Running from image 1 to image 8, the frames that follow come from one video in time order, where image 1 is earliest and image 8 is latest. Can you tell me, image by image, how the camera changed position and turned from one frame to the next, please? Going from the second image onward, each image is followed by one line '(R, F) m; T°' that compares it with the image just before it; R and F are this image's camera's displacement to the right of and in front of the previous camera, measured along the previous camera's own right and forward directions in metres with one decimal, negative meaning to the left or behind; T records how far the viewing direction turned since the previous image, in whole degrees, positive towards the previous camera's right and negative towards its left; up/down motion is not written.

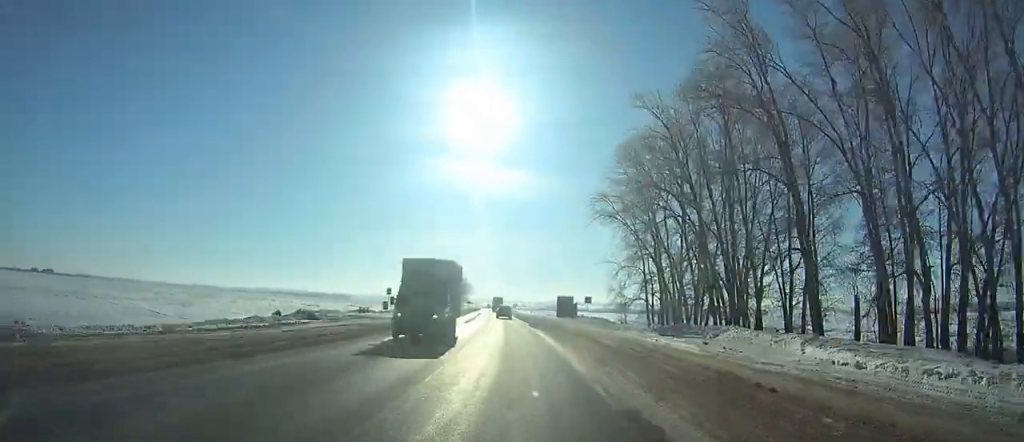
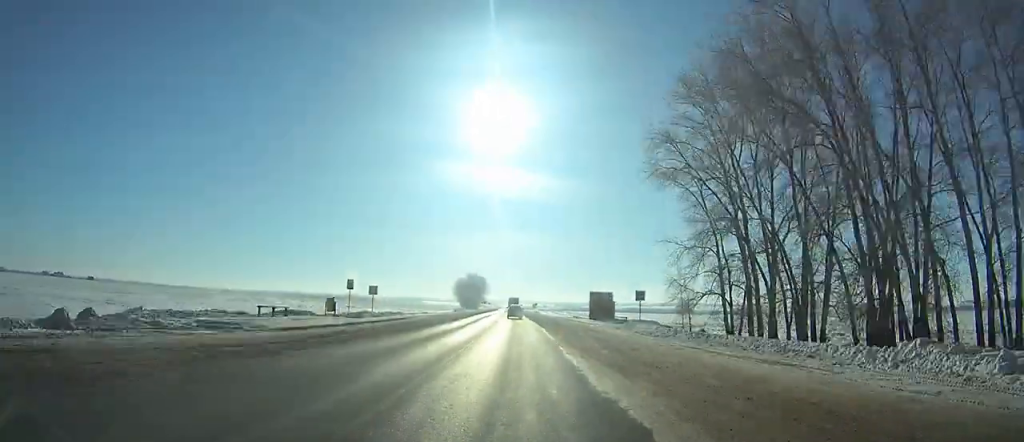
(-1.0, +24.0) m; -2°
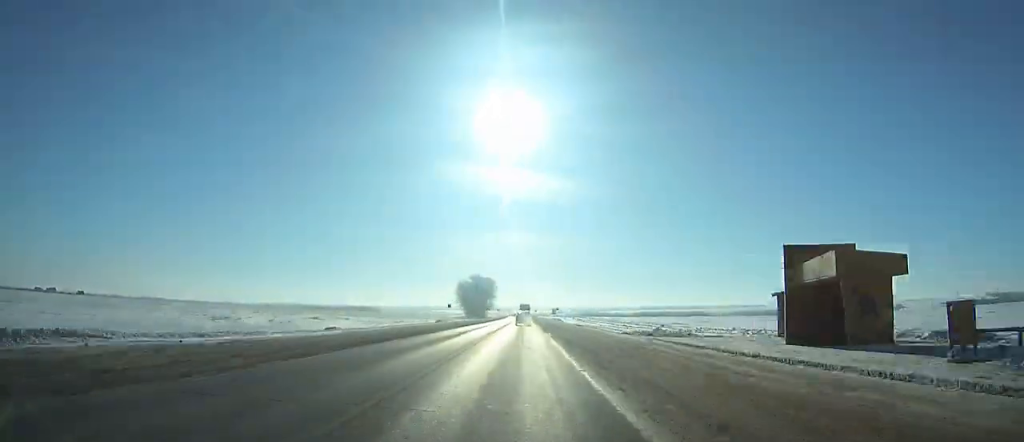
(-1.7, +54.3) m; -2°
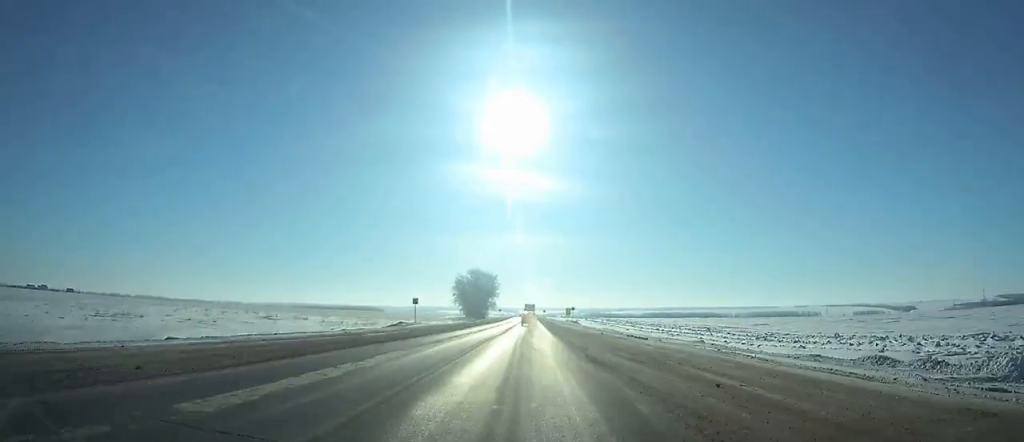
(-0.5, +36.4) m; -1°
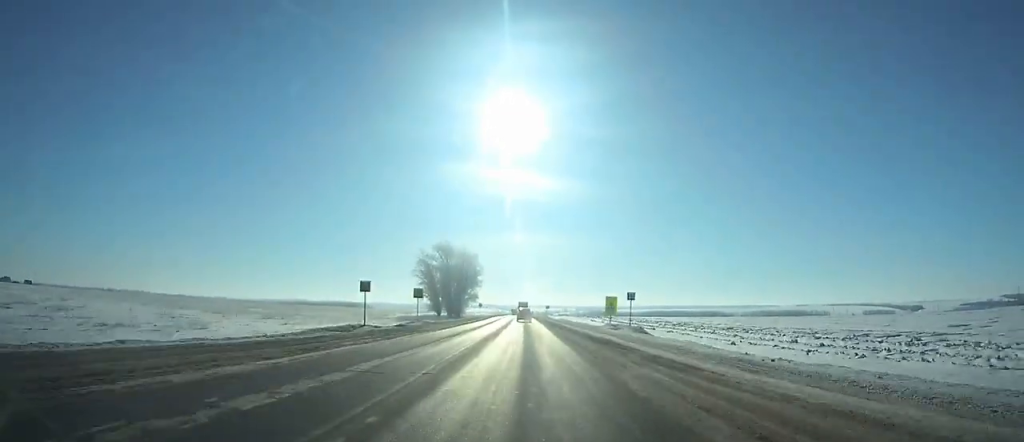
(0.0, +73.8) m; 0°
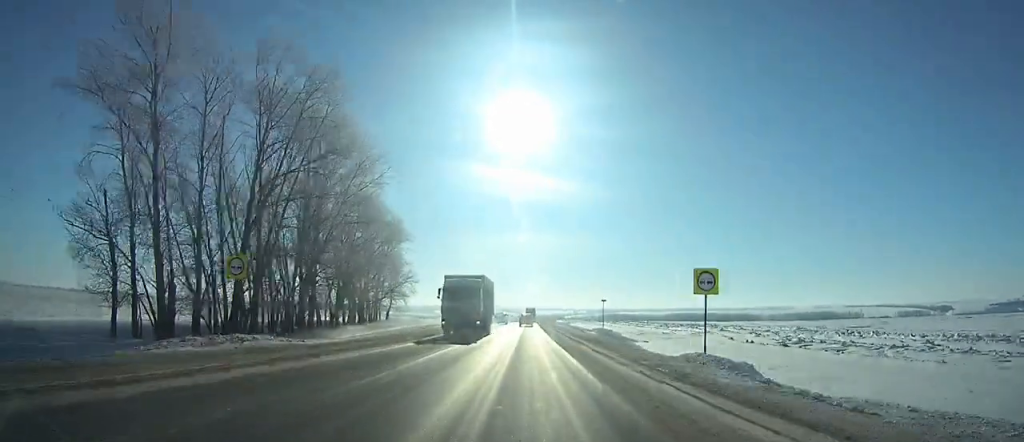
(+0.1, +127.8) m; 0°
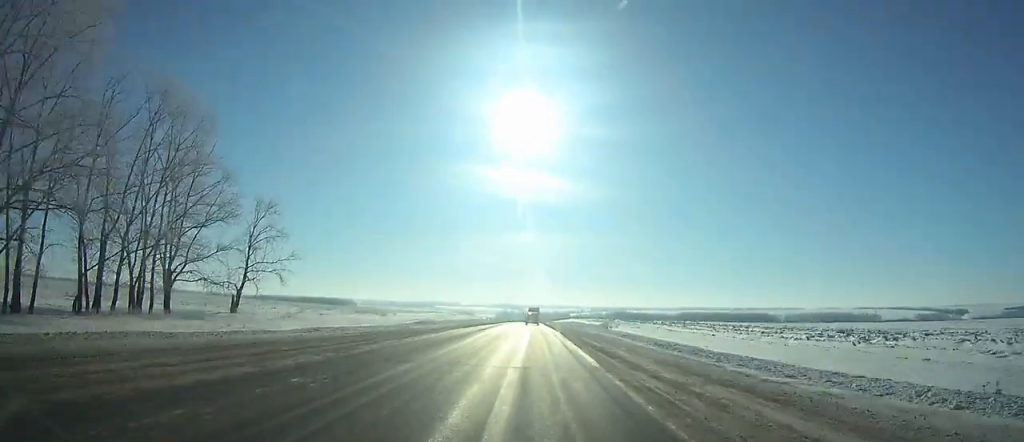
(-0.2, +66.2) m; 0°
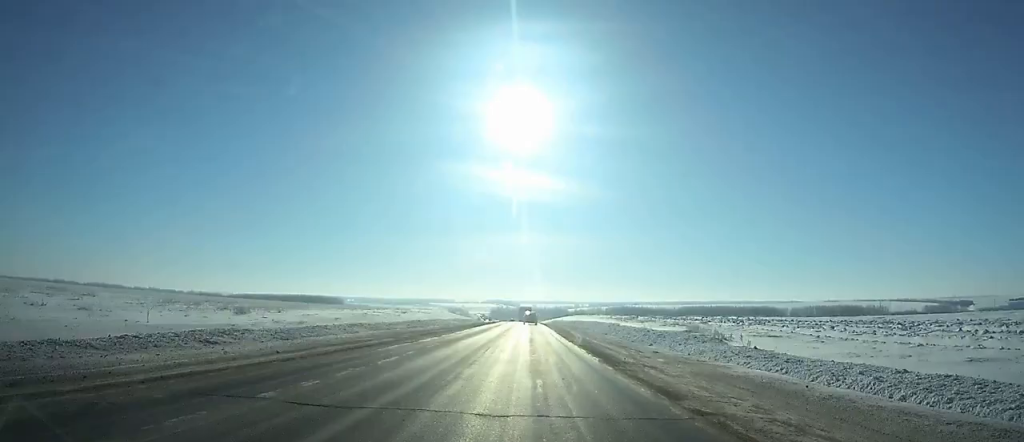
(0.0, +47.3) m; 0°
